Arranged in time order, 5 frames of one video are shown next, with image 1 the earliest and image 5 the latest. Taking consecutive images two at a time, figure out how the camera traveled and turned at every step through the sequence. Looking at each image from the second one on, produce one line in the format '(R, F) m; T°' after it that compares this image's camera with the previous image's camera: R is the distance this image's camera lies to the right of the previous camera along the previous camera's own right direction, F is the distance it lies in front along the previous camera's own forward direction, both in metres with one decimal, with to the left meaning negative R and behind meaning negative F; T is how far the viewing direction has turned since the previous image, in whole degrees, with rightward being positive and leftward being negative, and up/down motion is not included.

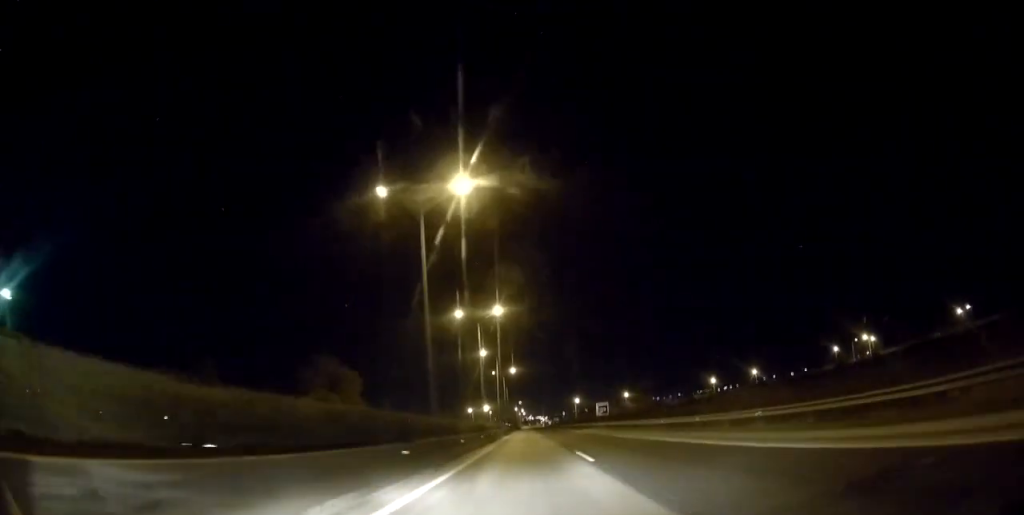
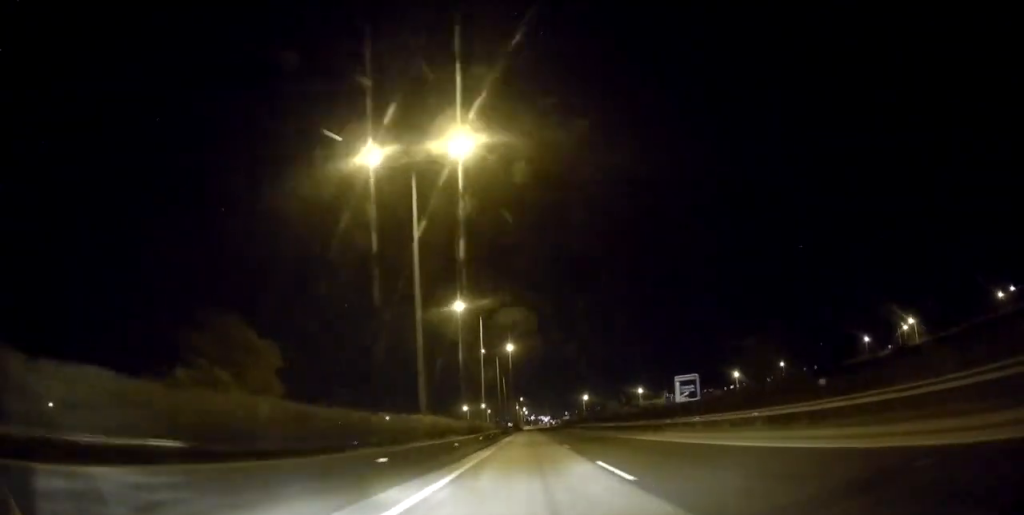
(-0.2, +63.9) m; 0°
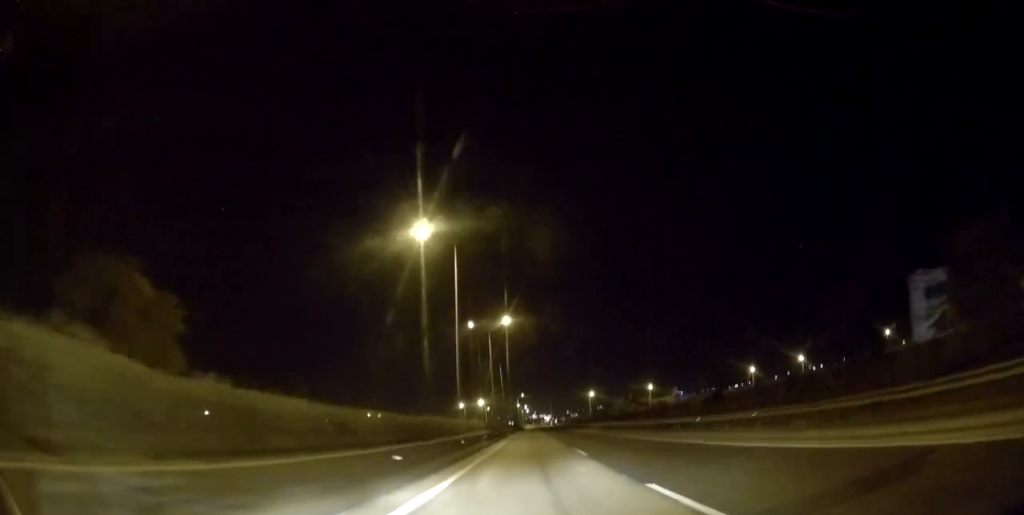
(+0.2, +23.0) m; 0°
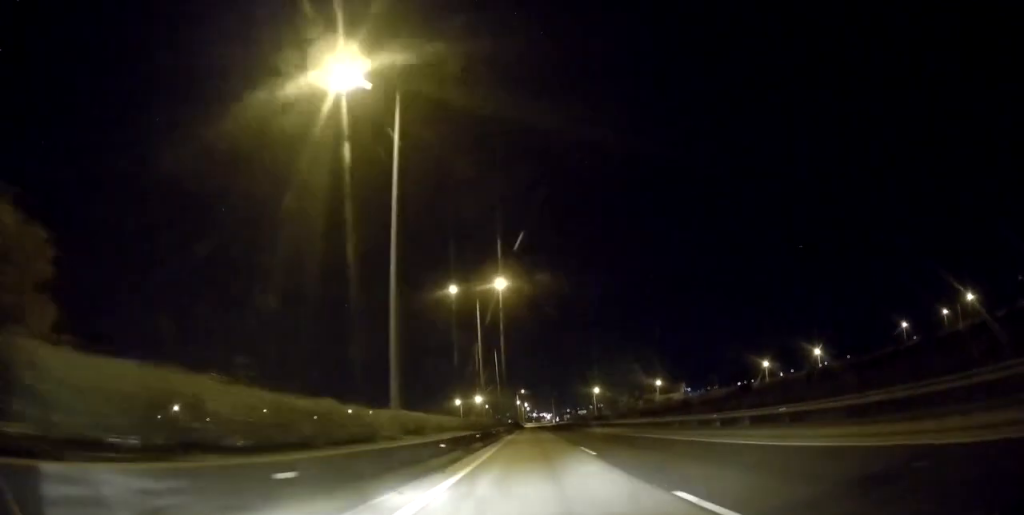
(0.0, +18.2) m; 0°
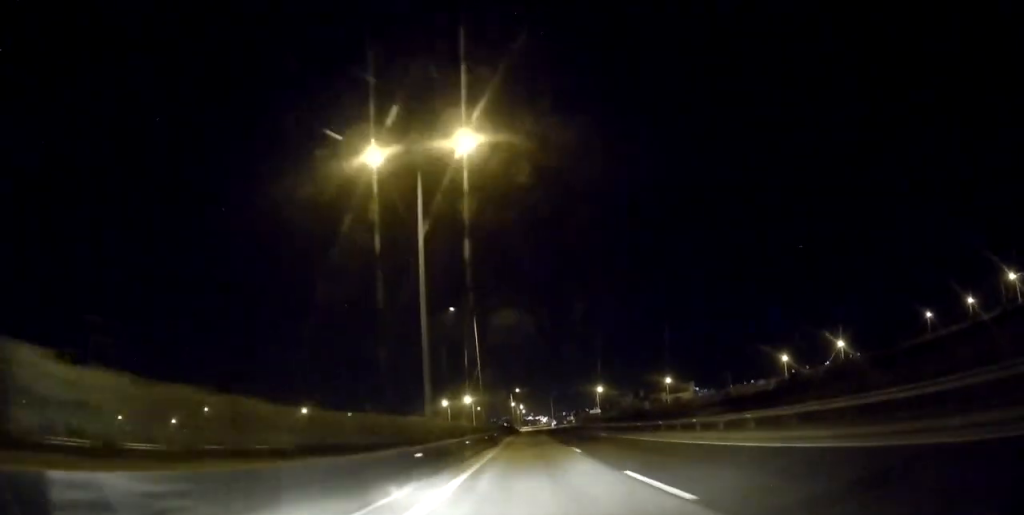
(-0.3, +29.0) m; 0°
